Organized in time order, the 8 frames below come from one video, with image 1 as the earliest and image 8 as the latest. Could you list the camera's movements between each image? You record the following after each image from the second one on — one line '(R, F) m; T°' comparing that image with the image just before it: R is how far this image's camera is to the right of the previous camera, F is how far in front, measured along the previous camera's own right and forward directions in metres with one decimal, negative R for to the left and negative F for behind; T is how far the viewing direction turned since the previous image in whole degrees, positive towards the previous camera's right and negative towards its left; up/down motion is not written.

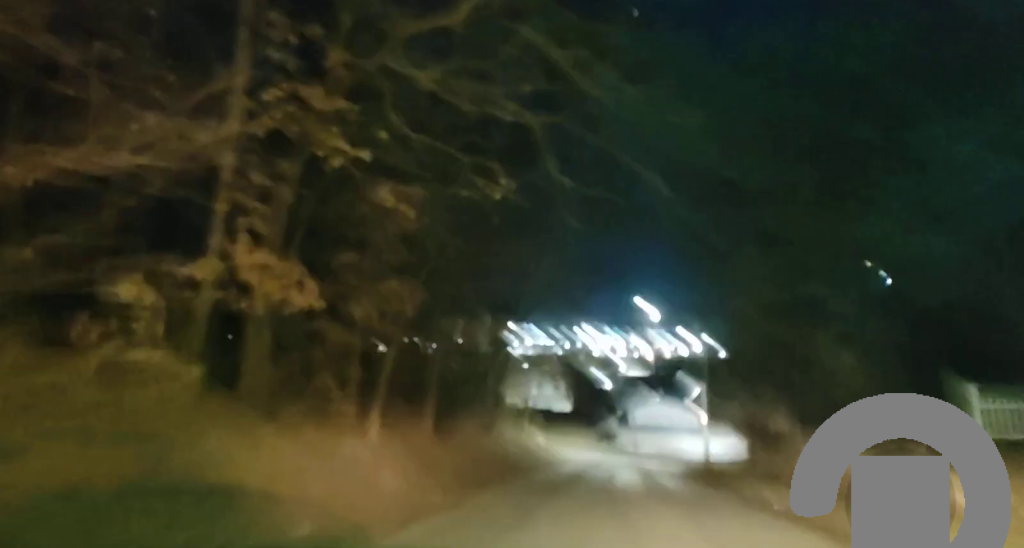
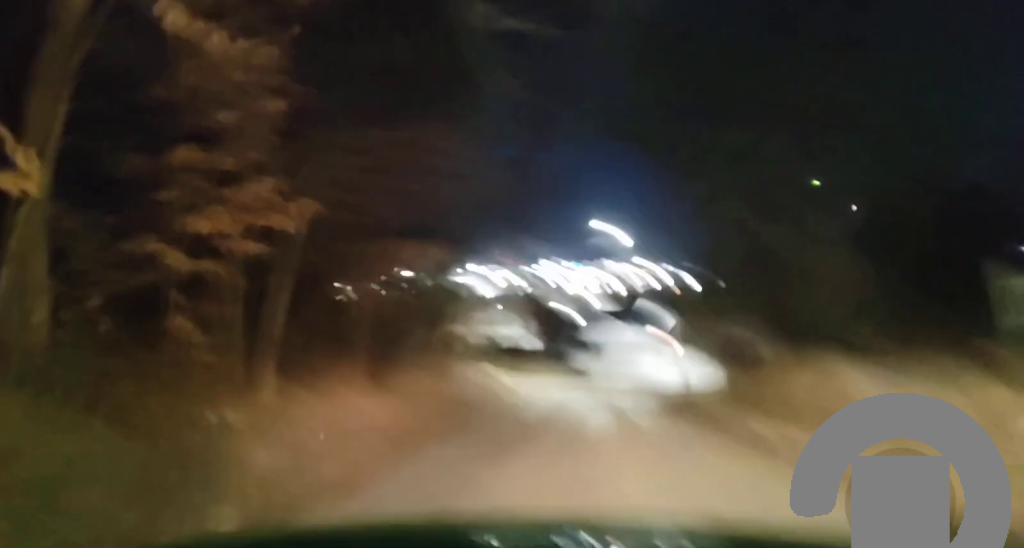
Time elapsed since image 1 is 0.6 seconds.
(-0.1, +4.5) m; -2°
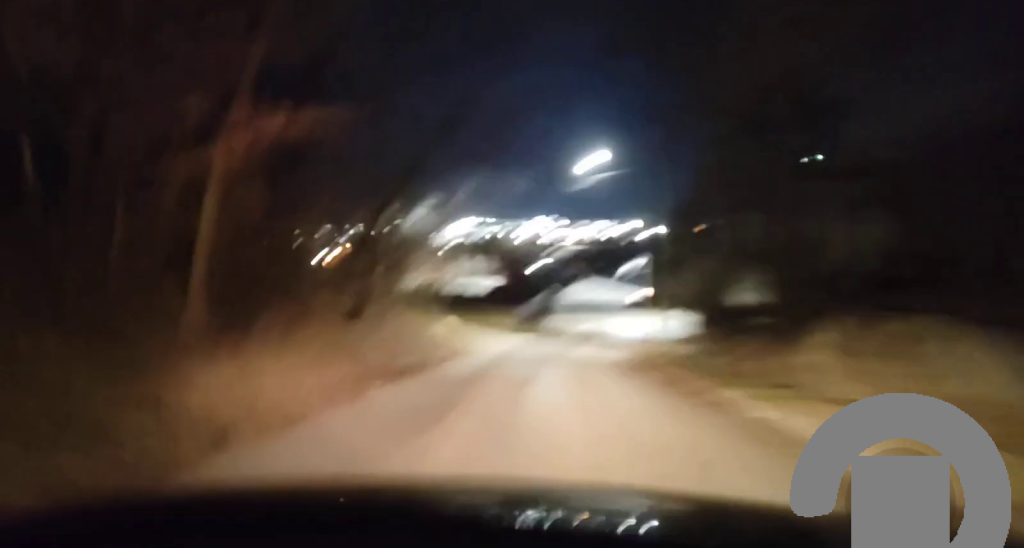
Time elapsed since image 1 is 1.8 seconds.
(-0.3, +8.4) m; -4°
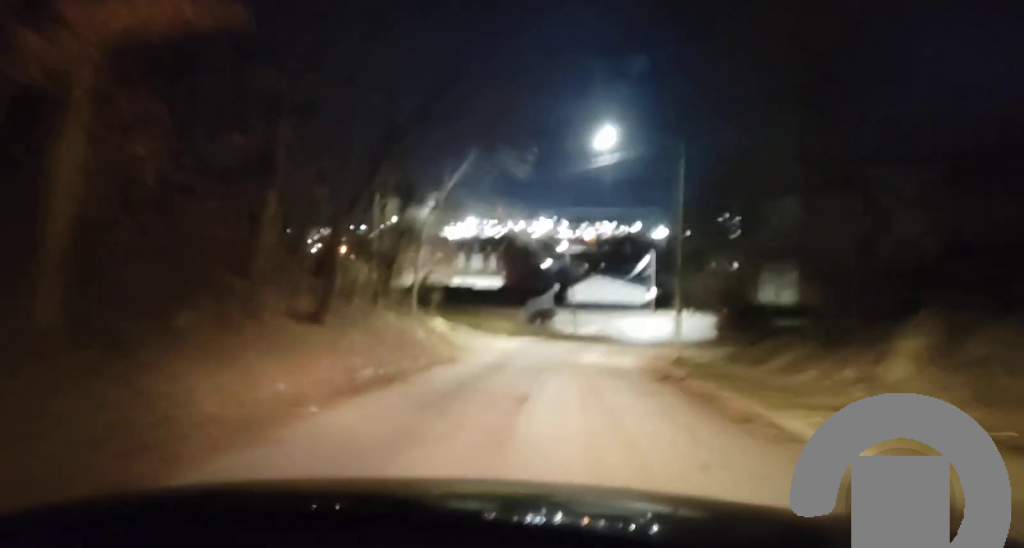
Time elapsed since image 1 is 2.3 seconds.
(-0.2, +4.3) m; -1°
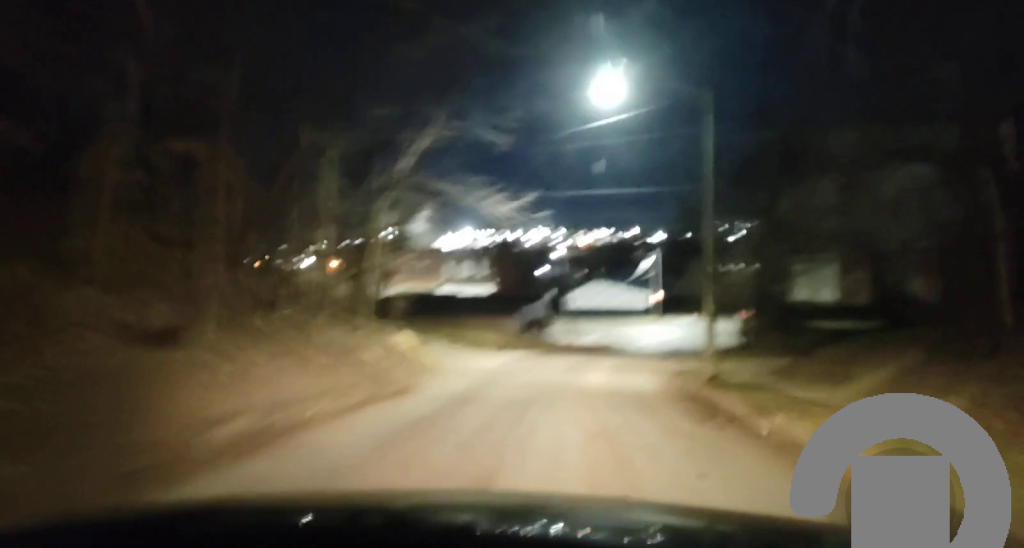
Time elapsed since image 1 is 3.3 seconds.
(0.0, +7.7) m; +1°
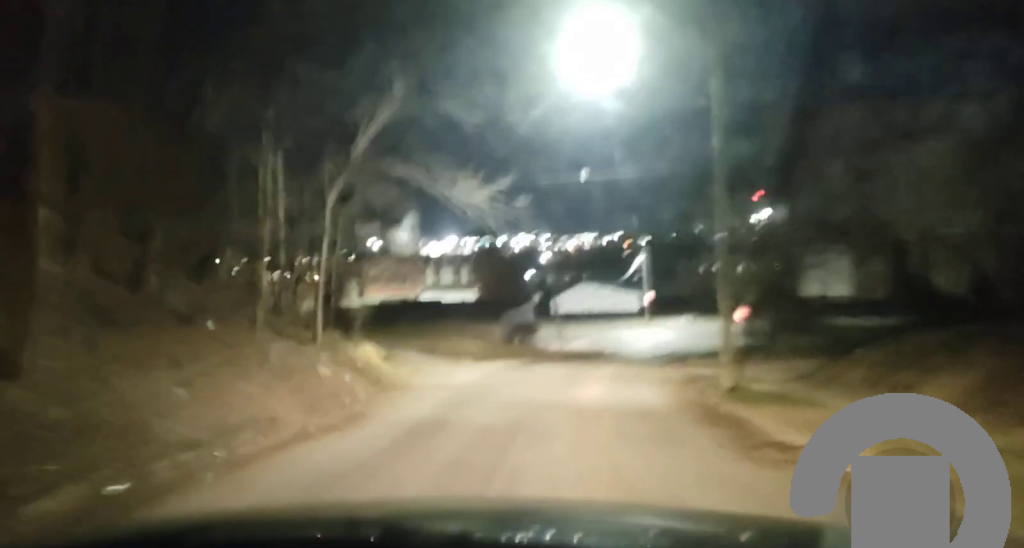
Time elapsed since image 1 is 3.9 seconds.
(+0.1, +4.2) m; +1°
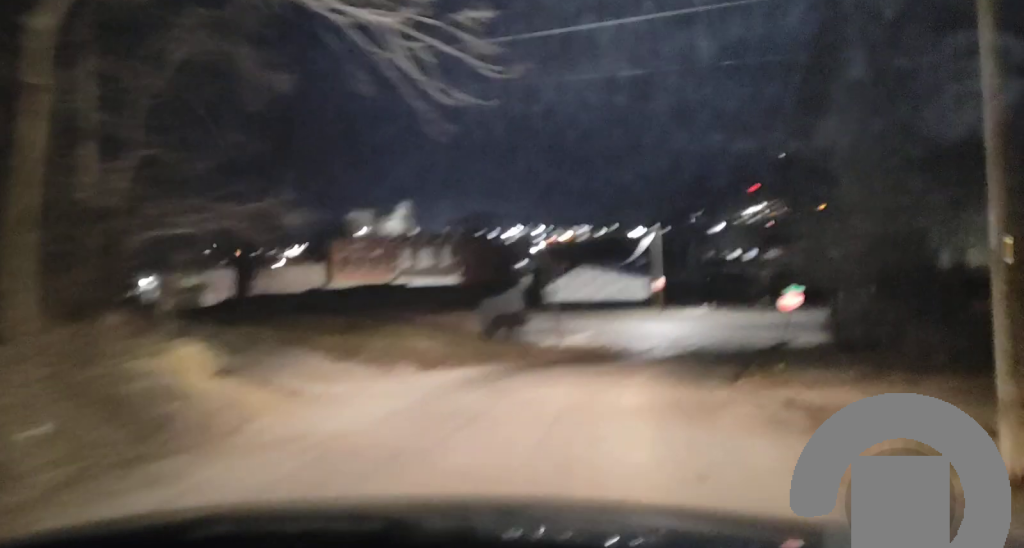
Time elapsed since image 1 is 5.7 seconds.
(+0.2, +12.8) m; +2°
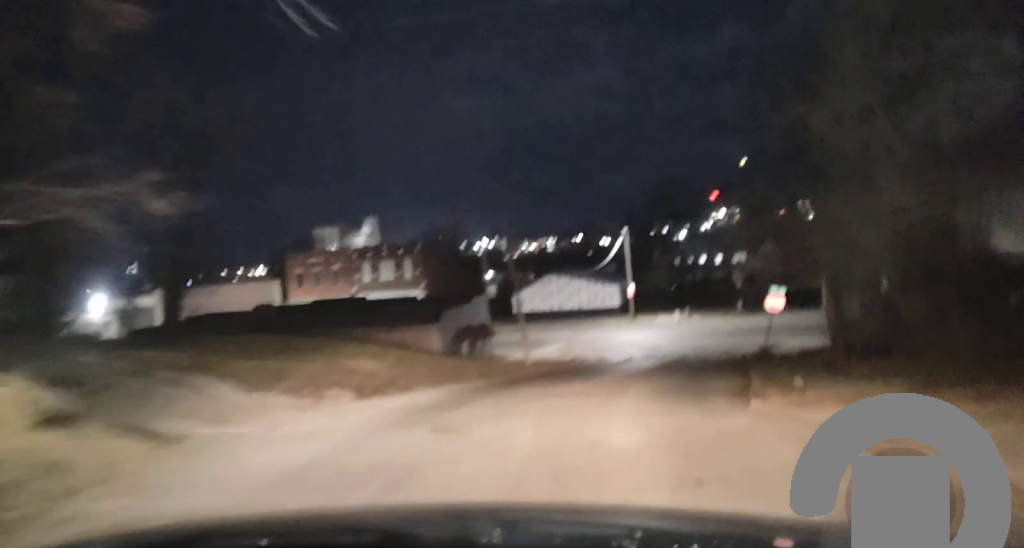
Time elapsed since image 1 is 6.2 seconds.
(+0.1, +3.9) m; +2°
